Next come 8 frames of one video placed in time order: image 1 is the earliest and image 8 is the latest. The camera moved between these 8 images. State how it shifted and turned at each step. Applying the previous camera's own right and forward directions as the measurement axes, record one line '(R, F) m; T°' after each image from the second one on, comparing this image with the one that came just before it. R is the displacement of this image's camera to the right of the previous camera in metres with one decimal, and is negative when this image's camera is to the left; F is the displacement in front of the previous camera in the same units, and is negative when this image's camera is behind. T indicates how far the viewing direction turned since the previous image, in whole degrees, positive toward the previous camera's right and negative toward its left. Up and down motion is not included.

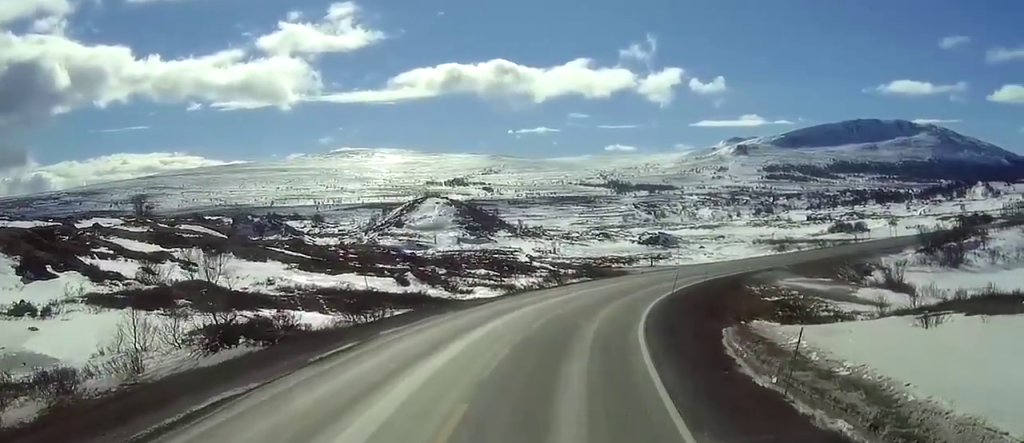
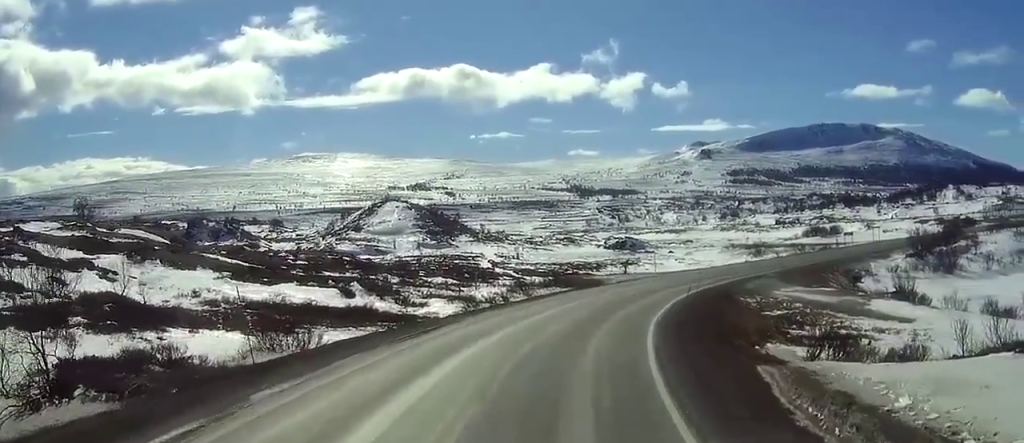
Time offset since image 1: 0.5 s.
(+0.3, +10.5) m; +3°
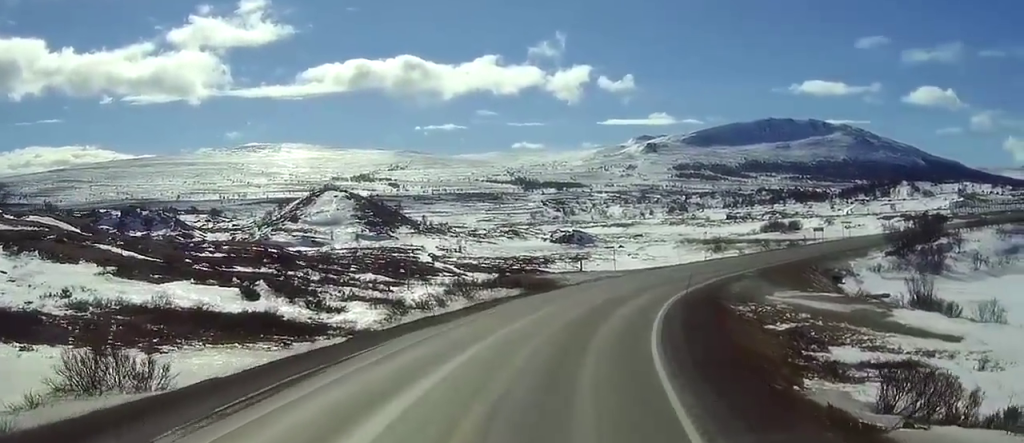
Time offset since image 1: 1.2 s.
(+0.4, +13.5) m; +4°
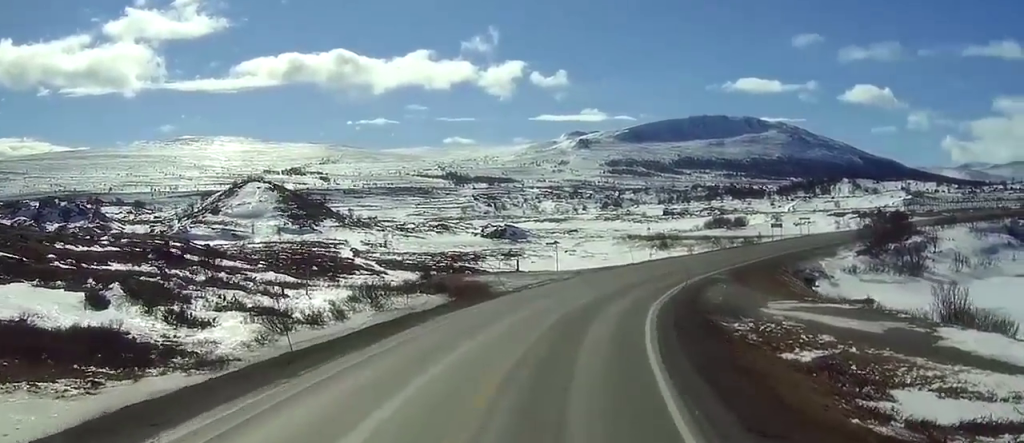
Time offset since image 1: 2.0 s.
(+0.3, +14.6) m; +4°
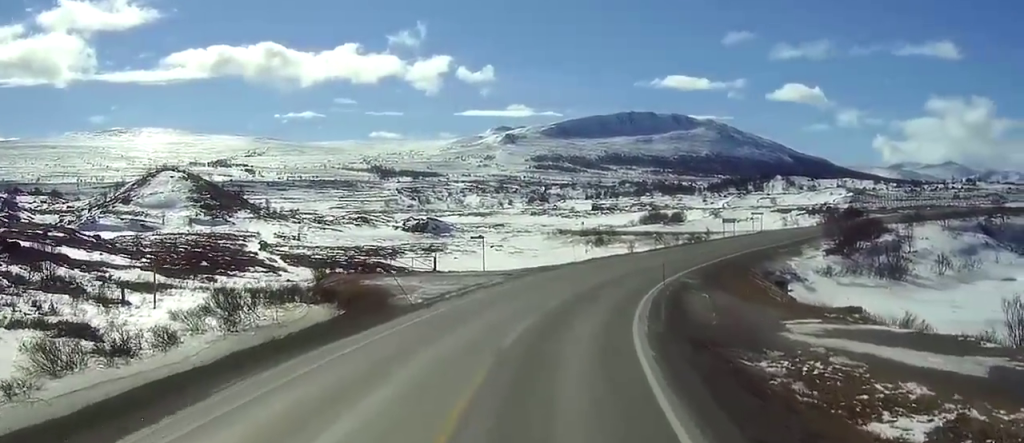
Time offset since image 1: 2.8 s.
(+0.7, +15.9) m; +5°
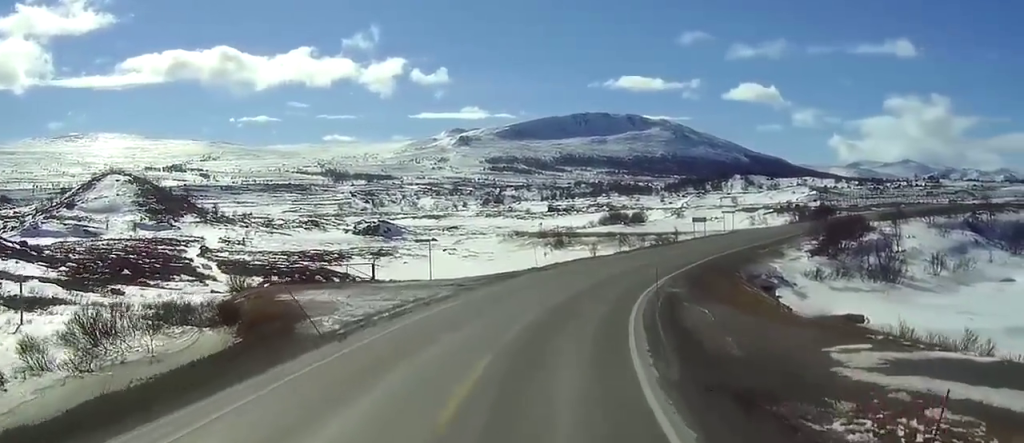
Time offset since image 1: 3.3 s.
(+0.4, +10.1) m; +3°
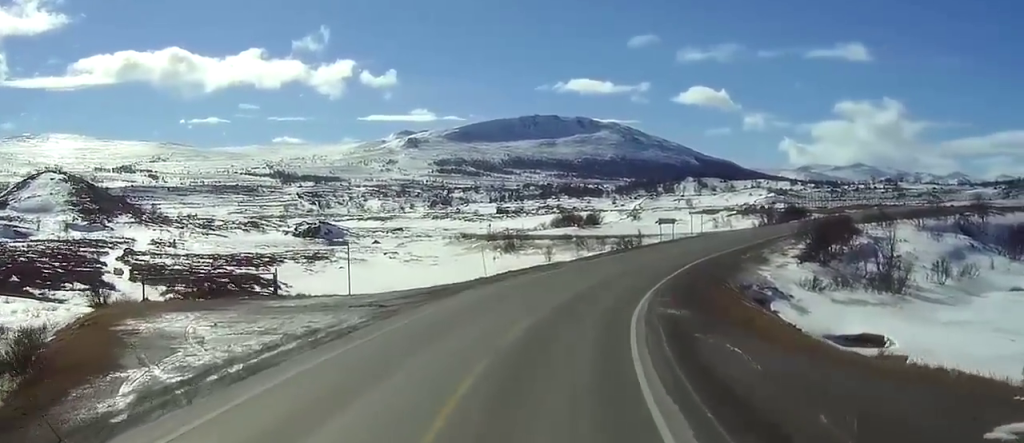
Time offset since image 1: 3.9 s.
(+0.3, +13.2) m; +3°
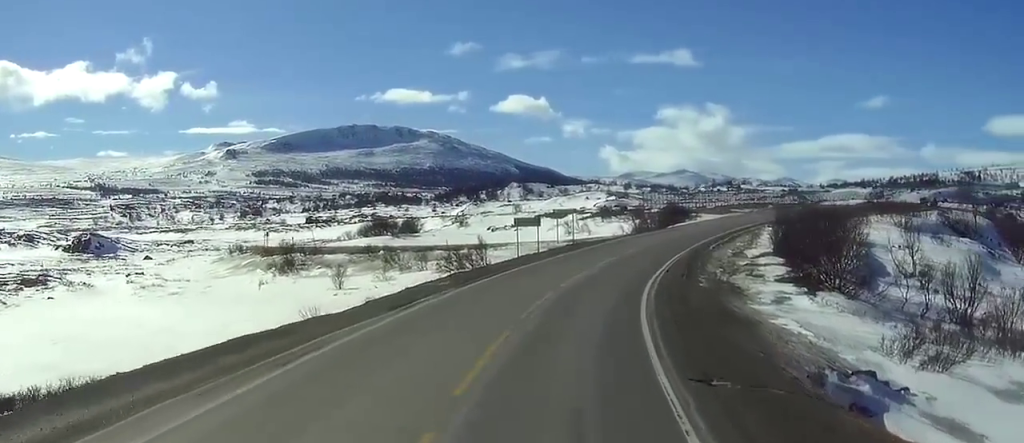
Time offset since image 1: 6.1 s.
(+3.5, +44.7) m; +10°
